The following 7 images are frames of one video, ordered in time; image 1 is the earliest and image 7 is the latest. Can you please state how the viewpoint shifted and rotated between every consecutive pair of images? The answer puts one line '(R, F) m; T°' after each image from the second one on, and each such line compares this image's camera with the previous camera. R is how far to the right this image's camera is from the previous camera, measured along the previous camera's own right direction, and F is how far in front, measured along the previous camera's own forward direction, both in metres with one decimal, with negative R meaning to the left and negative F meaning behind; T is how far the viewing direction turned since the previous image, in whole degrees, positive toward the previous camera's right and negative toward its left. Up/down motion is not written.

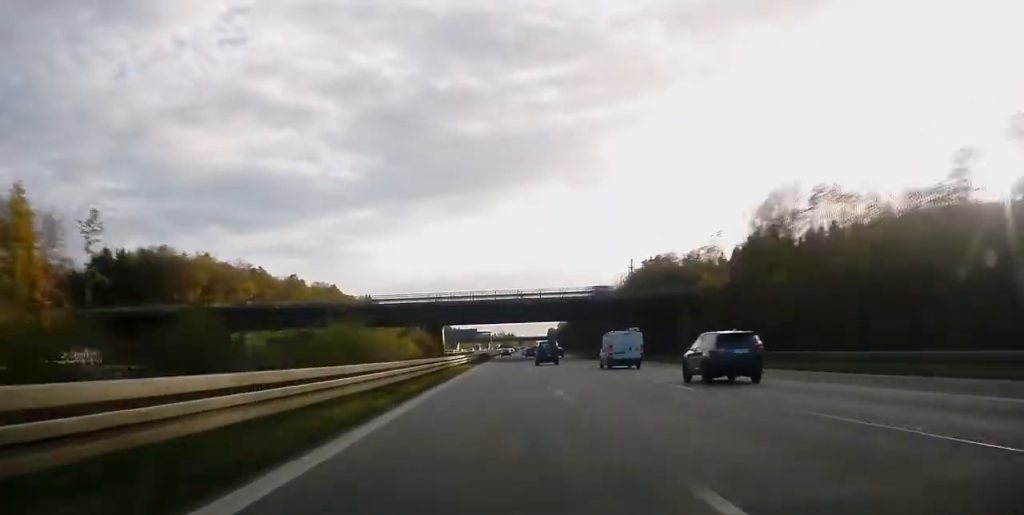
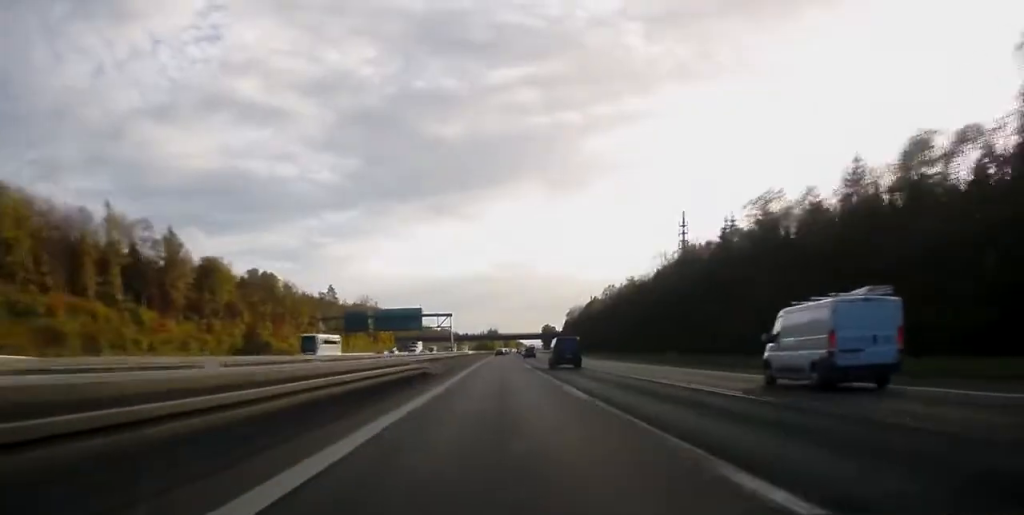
(+1.8, +176.1) m; +1°
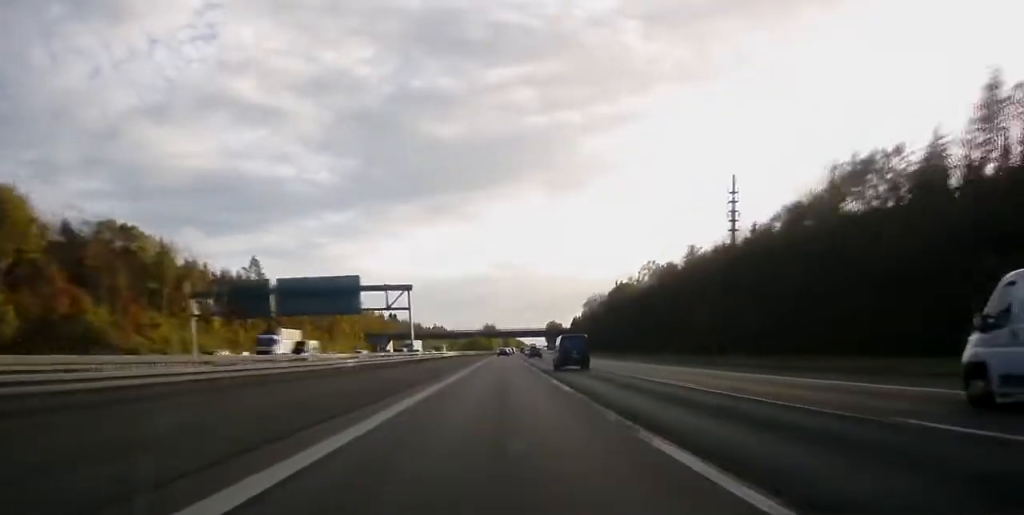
(-0.1, +68.0) m; 0°
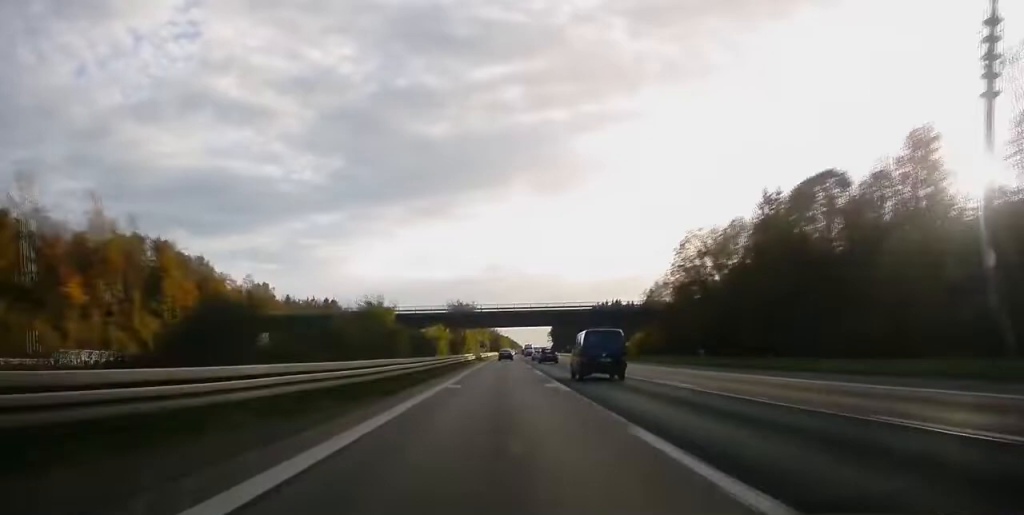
(+0.8, +139.3) m; +1°
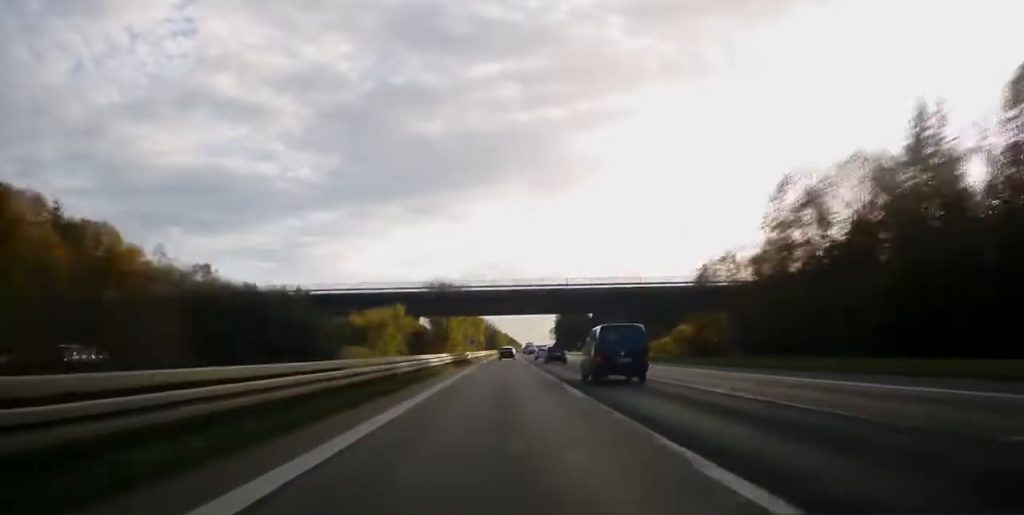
(-0.1, +37.8) m; 0°
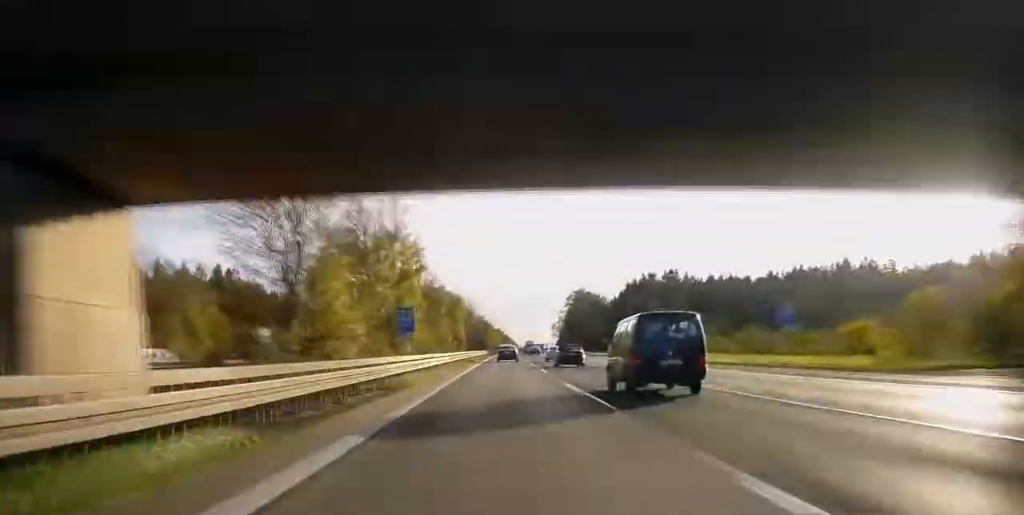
(+0.6, +69.5) m; 0°
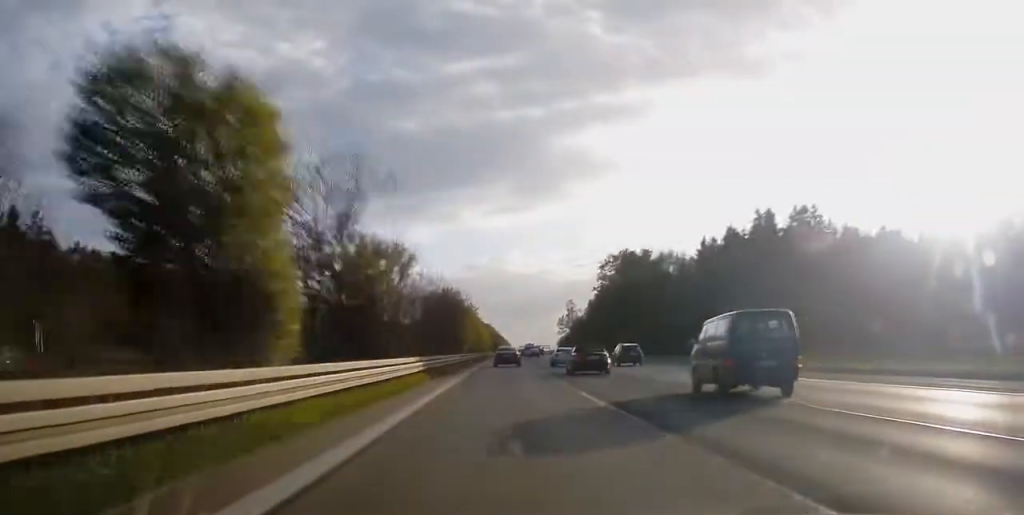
(-0.4, +99.0) m; -4°
